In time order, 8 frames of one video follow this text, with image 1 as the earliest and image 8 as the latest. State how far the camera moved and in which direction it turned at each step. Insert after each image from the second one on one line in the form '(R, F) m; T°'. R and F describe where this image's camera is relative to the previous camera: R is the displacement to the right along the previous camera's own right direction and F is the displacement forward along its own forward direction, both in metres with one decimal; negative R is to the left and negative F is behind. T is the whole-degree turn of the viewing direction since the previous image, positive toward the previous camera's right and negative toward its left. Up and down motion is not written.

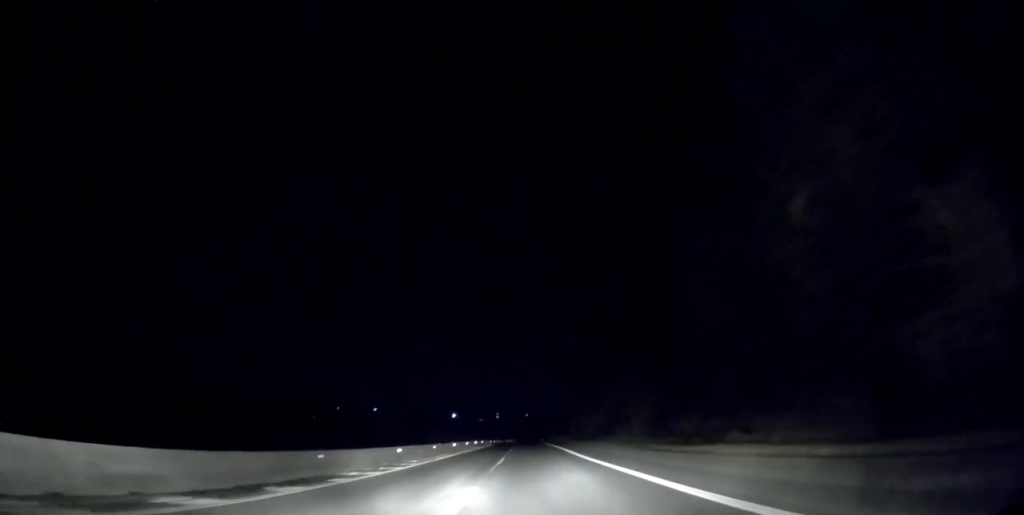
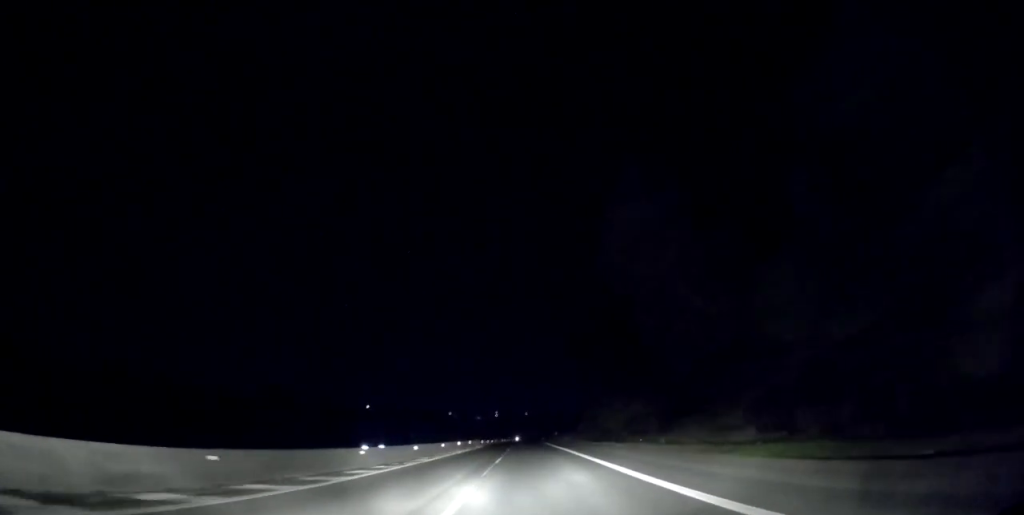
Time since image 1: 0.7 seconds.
(-0.3, +18.9) m; 0°
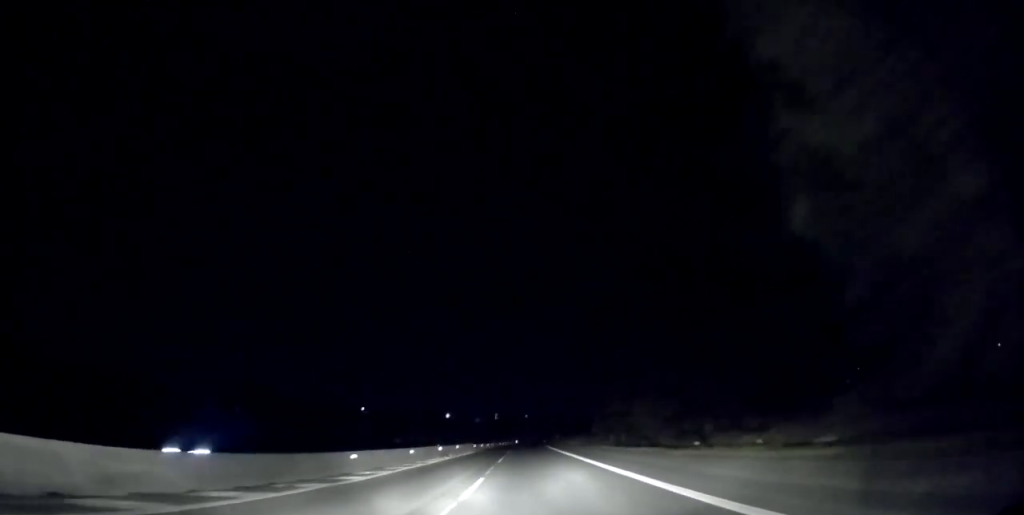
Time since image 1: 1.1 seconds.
(+0.2, +13.1) m; 0°
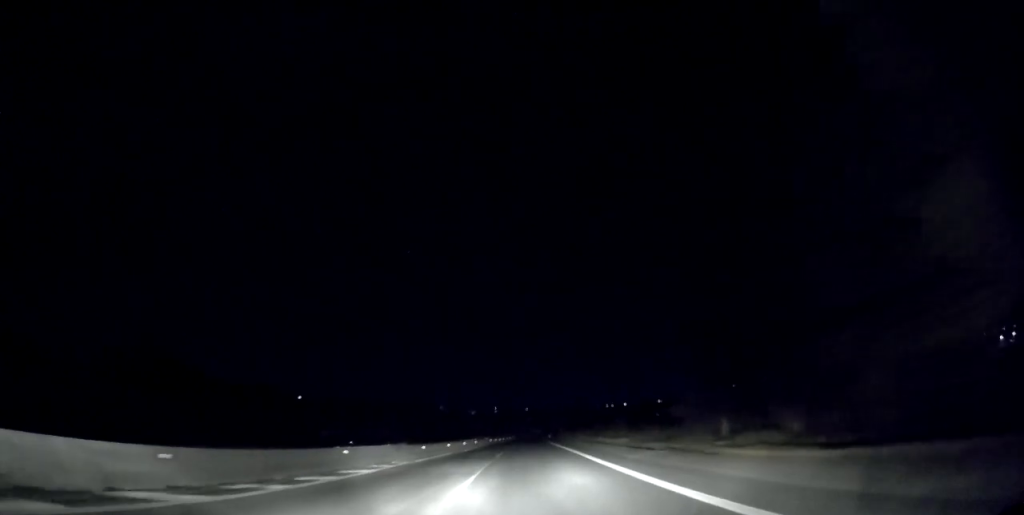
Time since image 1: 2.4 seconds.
(-0.1, +36.7) m; 0°
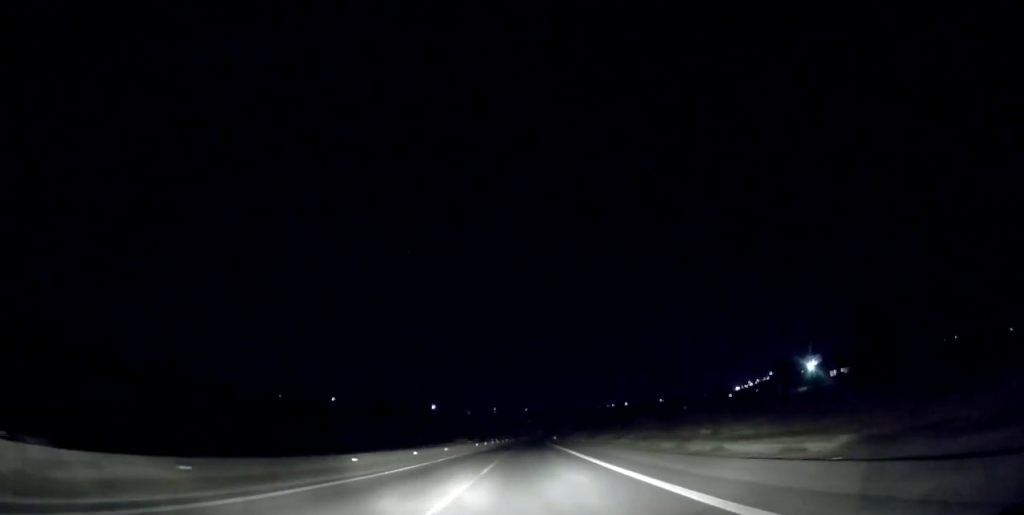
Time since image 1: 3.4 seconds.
(+0.2, +27.5) m; +1°
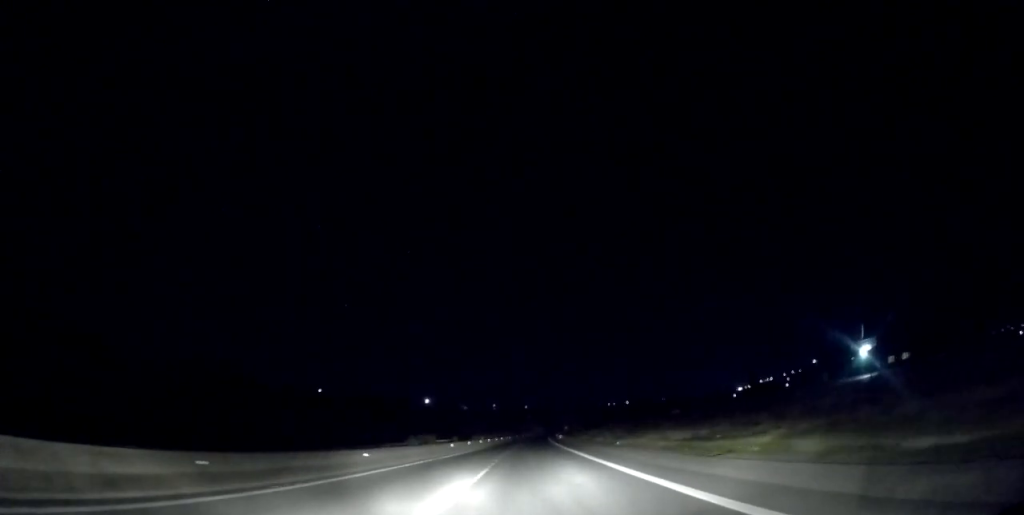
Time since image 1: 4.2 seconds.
(+0.3, +23.3) m; 0°
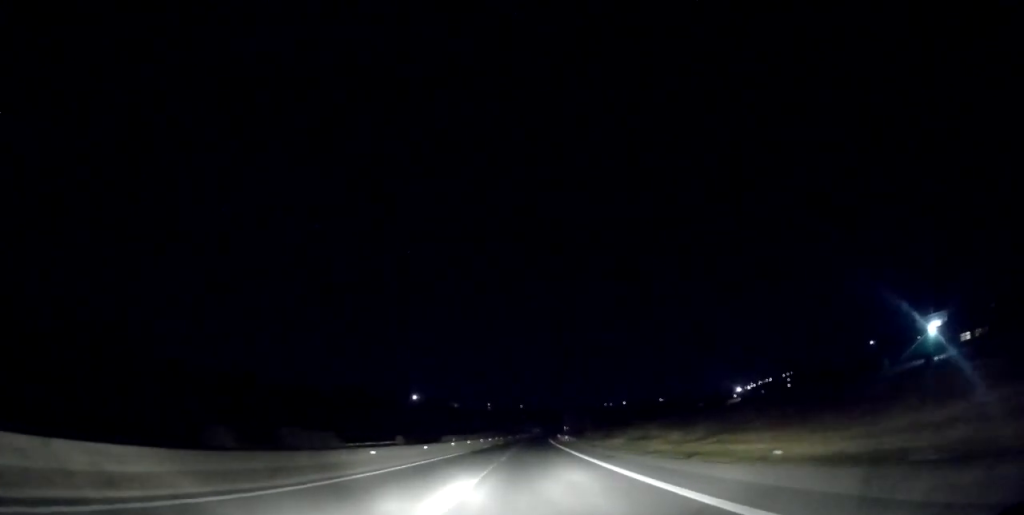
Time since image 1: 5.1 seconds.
(0.0, +23.8) m; 0°
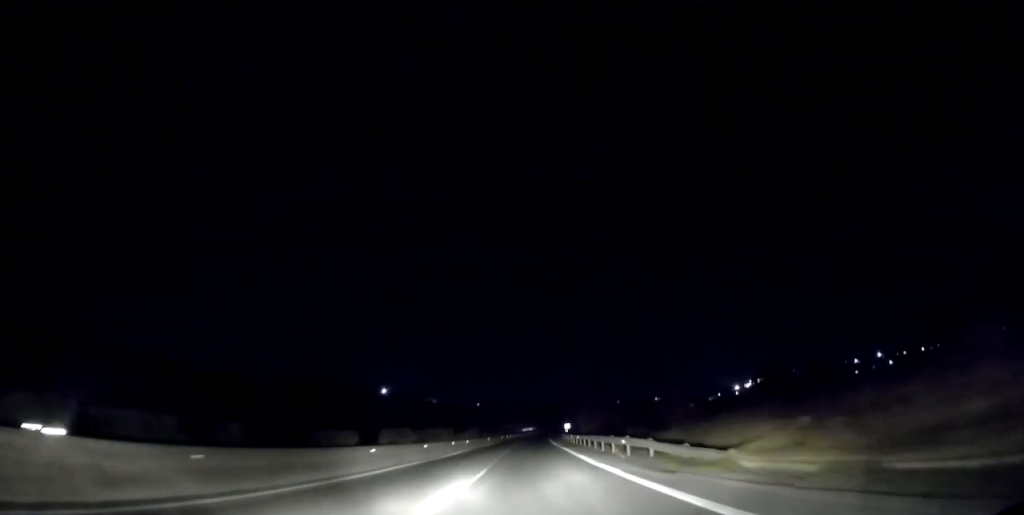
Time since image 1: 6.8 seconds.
(-0.2, +48.7) m; +1°
